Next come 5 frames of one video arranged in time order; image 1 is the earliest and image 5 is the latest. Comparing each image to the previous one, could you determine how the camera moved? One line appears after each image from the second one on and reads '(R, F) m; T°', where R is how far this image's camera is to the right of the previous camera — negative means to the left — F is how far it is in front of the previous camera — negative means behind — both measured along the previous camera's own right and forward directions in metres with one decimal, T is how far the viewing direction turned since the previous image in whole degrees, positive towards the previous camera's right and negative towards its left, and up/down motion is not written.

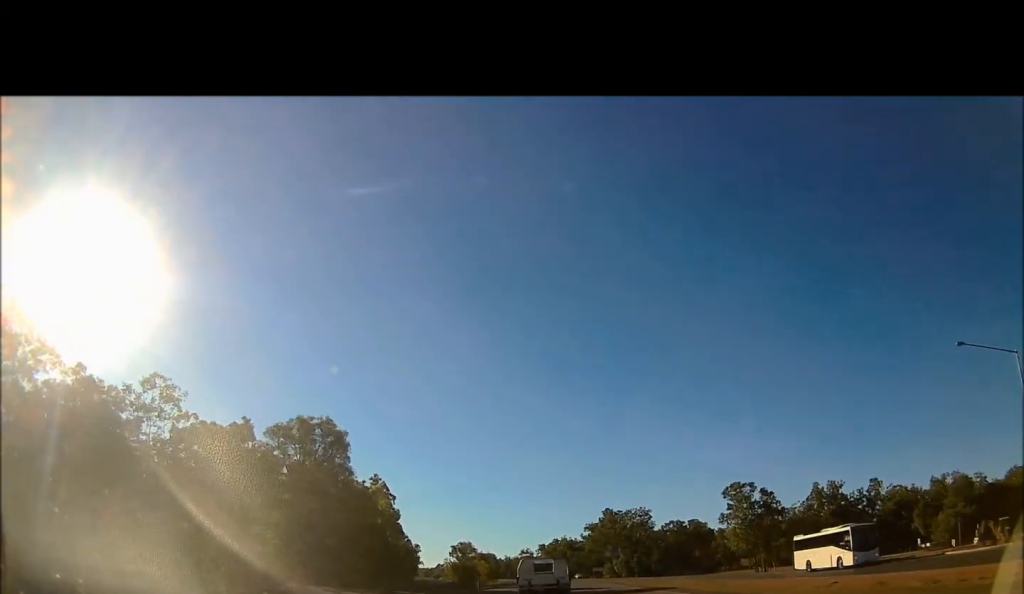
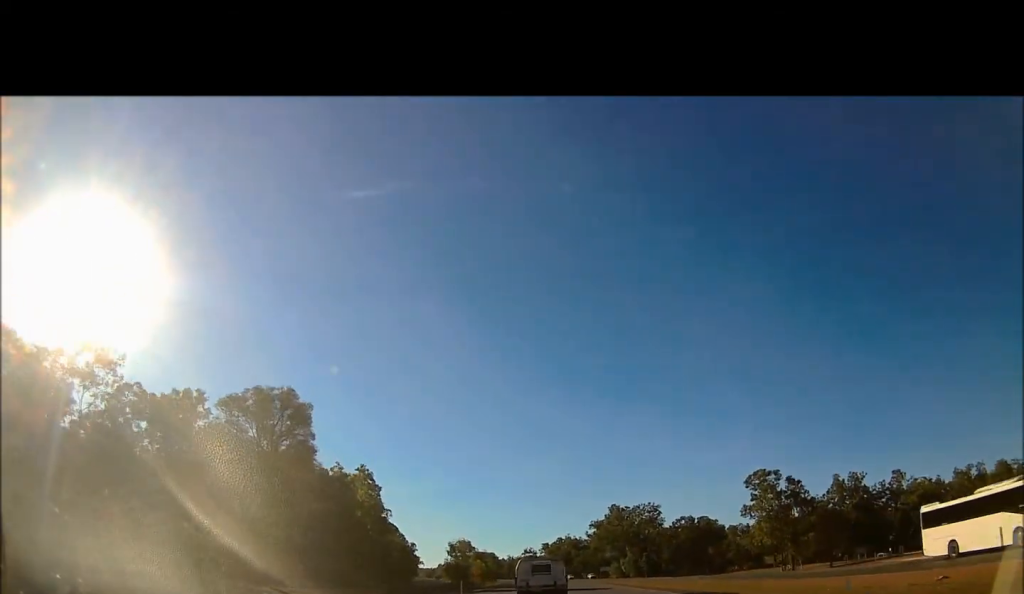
(+0.3, +11.3) m; 0°
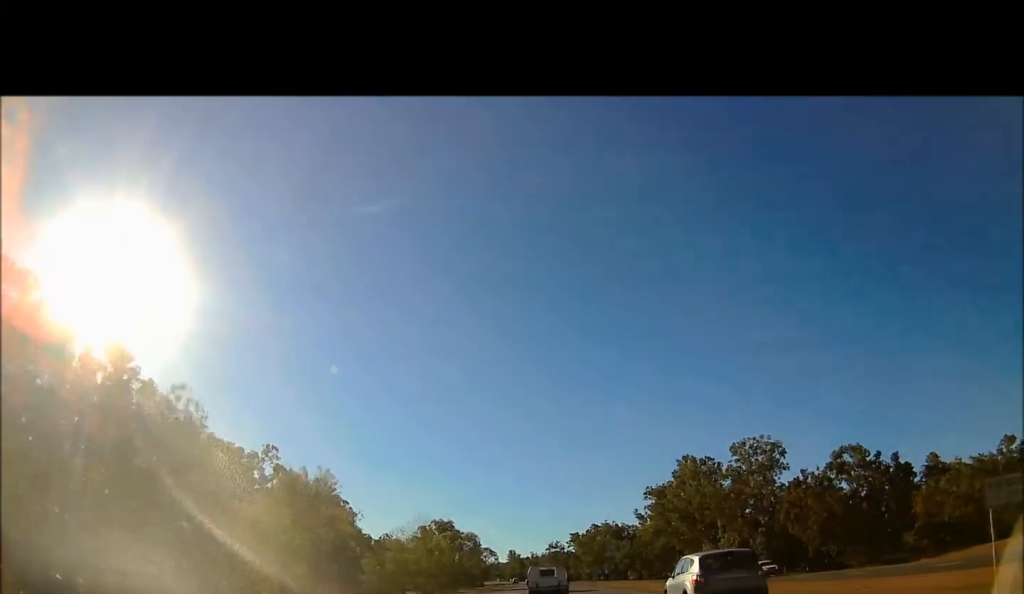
(-7.8, +86.2) m; -7°
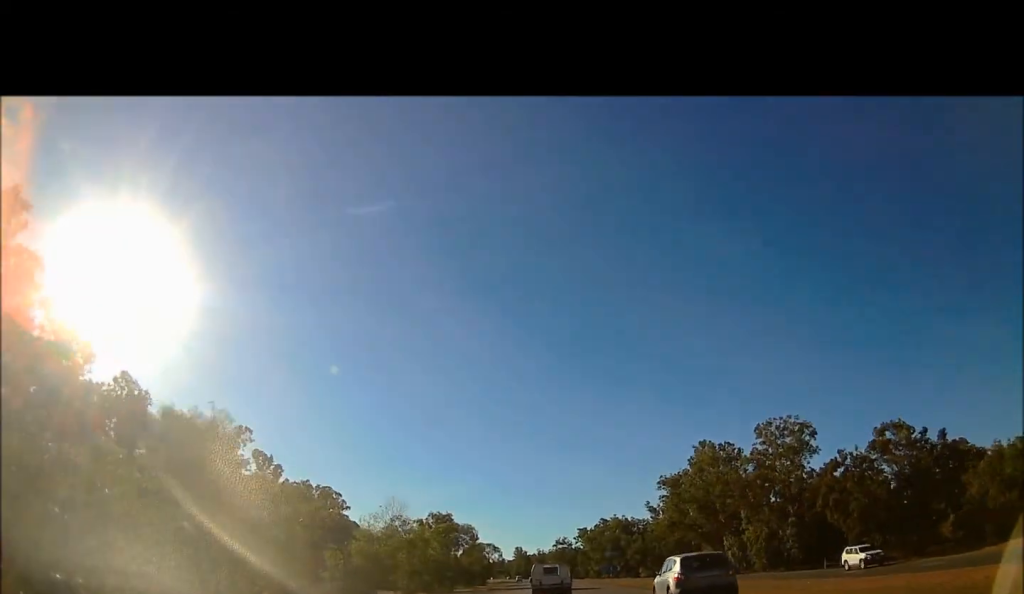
(0.0, +9.6) m; 0°
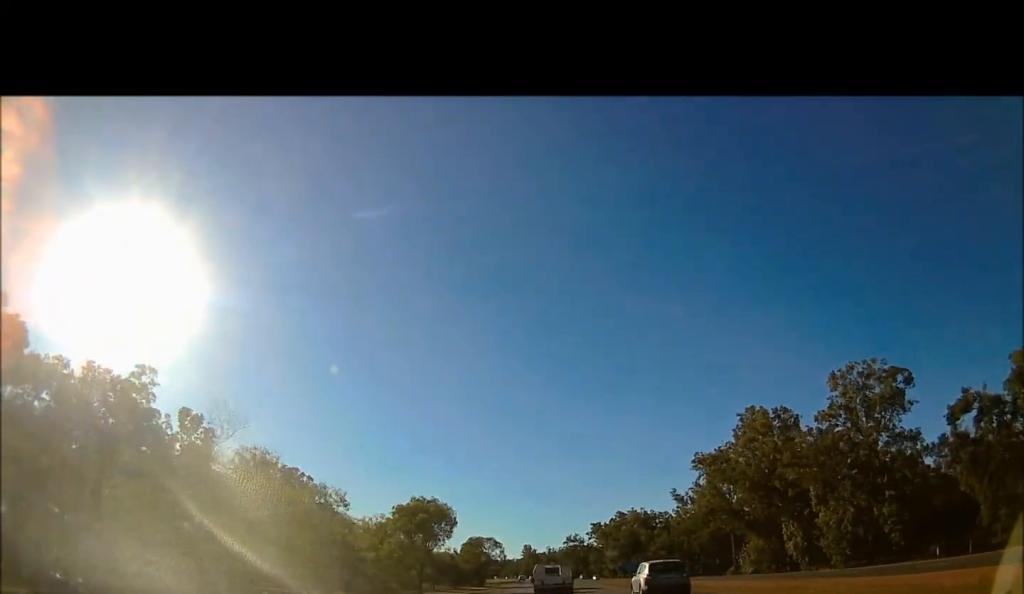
(0.0, +22.3) m; 0°
